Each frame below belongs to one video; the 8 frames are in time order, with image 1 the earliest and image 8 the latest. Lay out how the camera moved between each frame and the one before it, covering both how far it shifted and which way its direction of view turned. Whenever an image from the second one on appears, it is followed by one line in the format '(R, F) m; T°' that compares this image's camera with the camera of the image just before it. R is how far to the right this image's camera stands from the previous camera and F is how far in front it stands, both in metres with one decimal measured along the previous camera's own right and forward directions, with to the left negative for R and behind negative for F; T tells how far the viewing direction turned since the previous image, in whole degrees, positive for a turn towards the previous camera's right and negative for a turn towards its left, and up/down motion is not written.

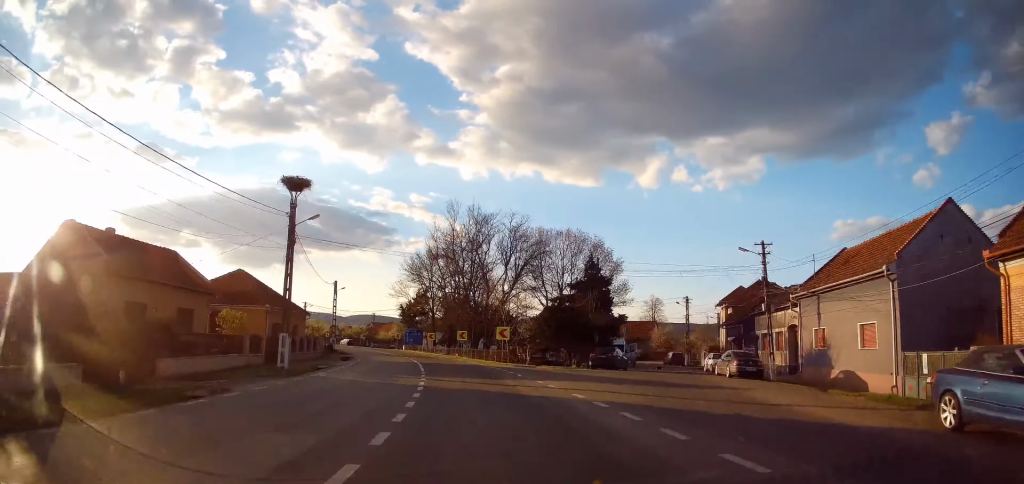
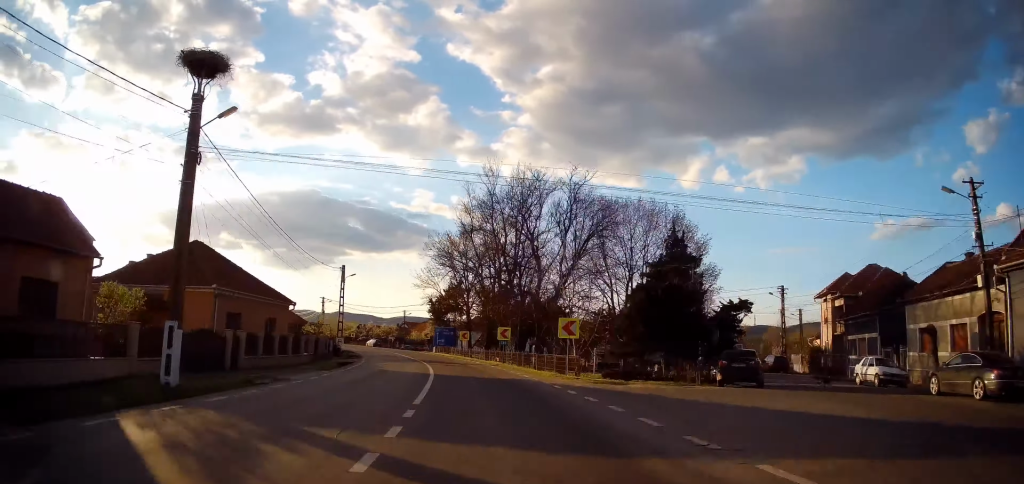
(-0.2, +13.5) m; -4°
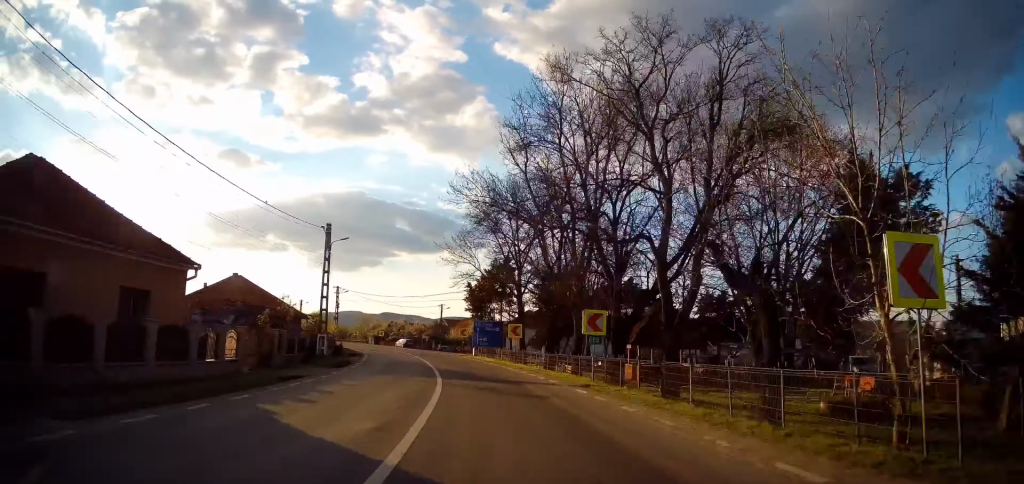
(-1.1, +17.6) m; -5°
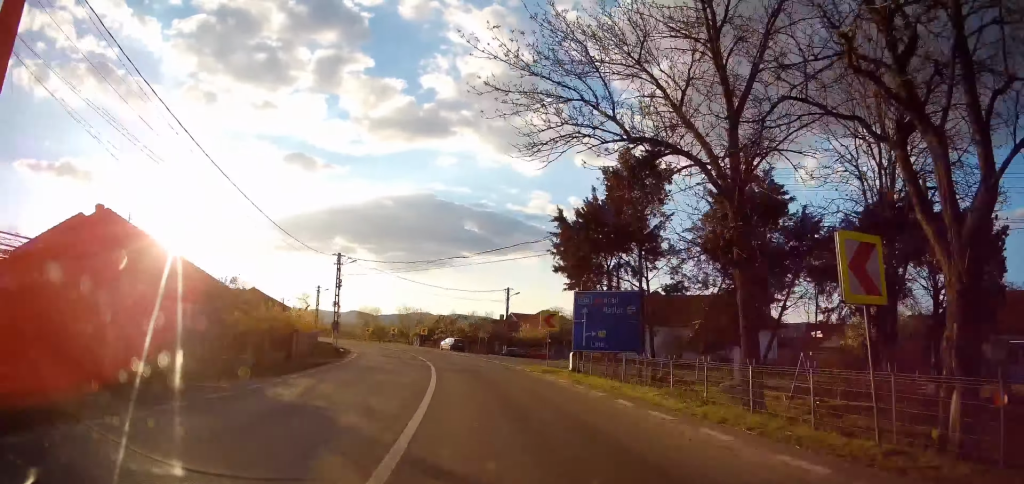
(-1.8, +27.2) m; -7°
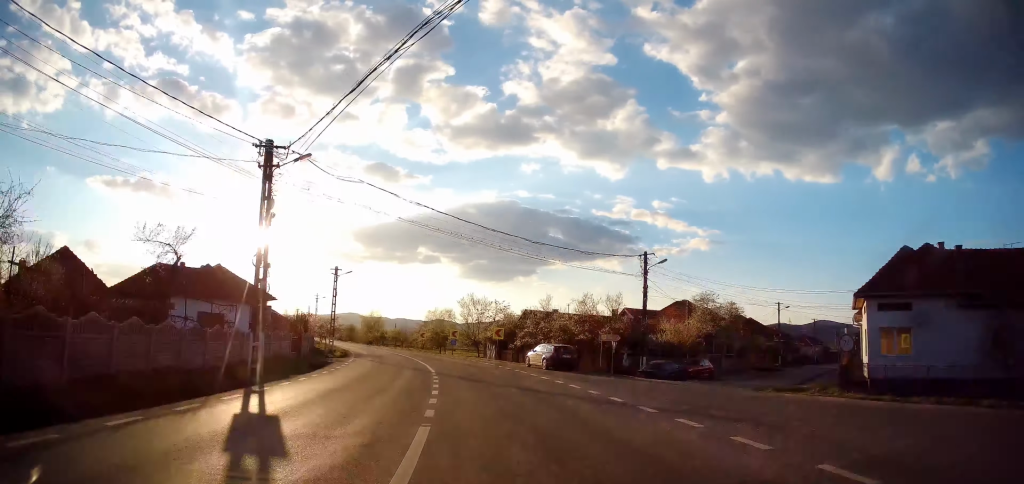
(-1.9, +28.1) m; -7°
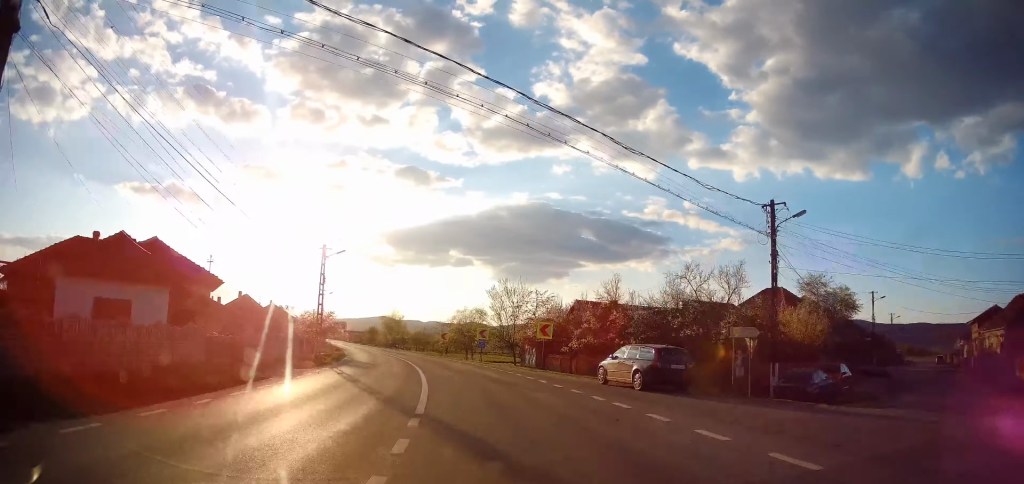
(-0.3, +13.1) m; -4°
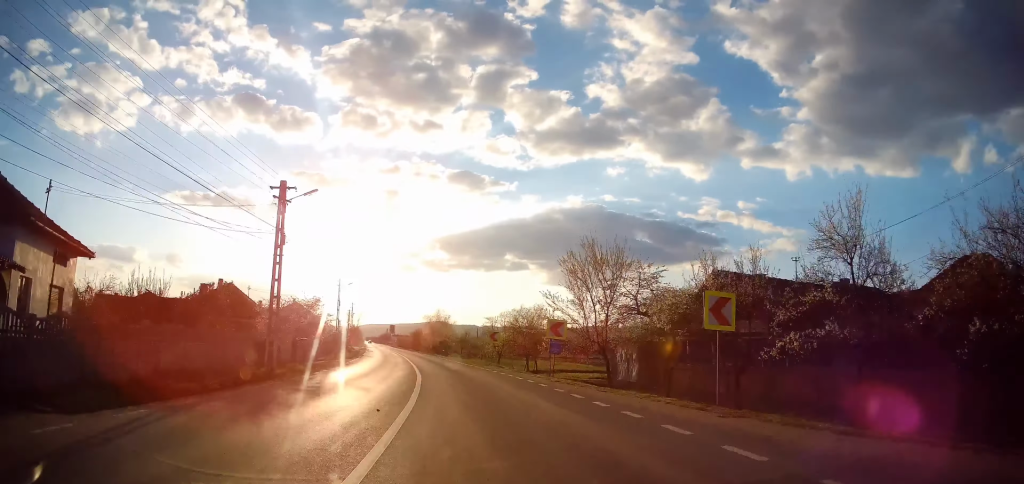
(-0.2, +16.6) m; -6°
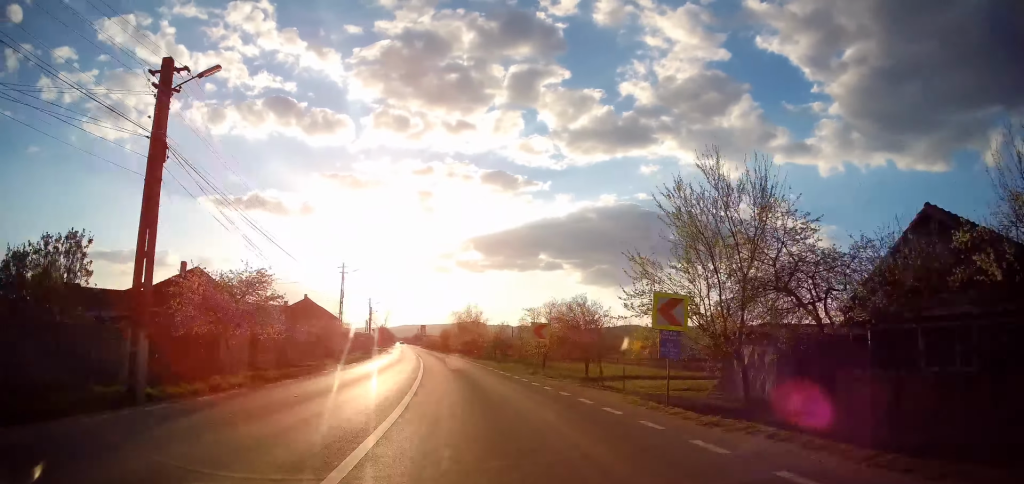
(-1.1, +11.1) m; -4°
